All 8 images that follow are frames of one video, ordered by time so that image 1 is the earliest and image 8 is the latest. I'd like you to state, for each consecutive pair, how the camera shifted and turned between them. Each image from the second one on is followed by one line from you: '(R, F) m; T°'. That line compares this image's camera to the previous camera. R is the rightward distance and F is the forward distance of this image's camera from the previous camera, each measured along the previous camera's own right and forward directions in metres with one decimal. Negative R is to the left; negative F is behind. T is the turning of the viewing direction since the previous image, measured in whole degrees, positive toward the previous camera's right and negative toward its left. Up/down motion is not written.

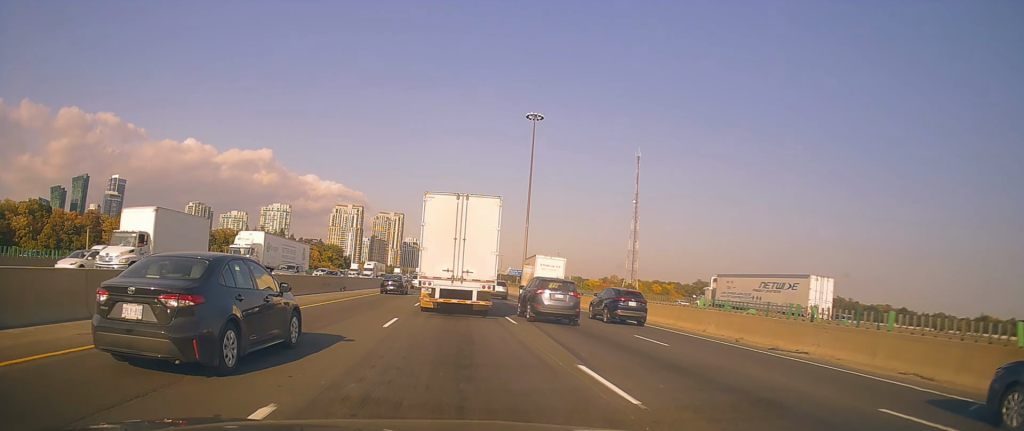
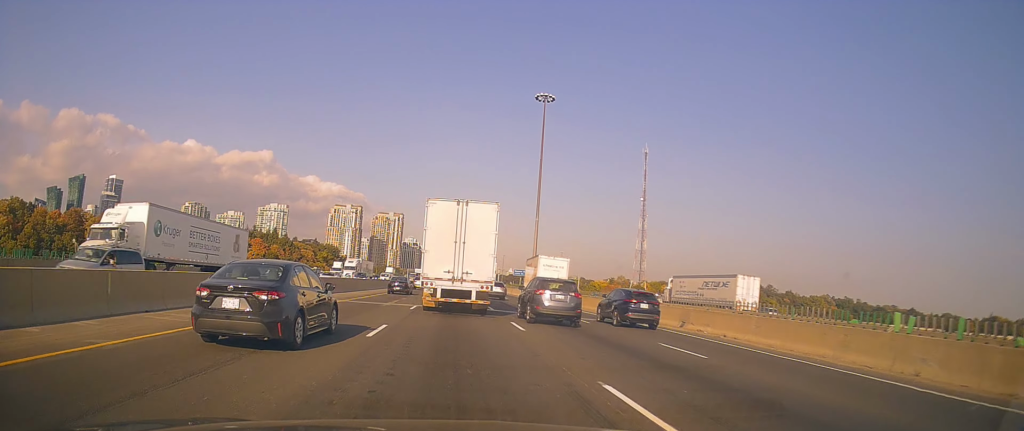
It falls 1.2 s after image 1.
(+0.2, +14.6) m; -2°
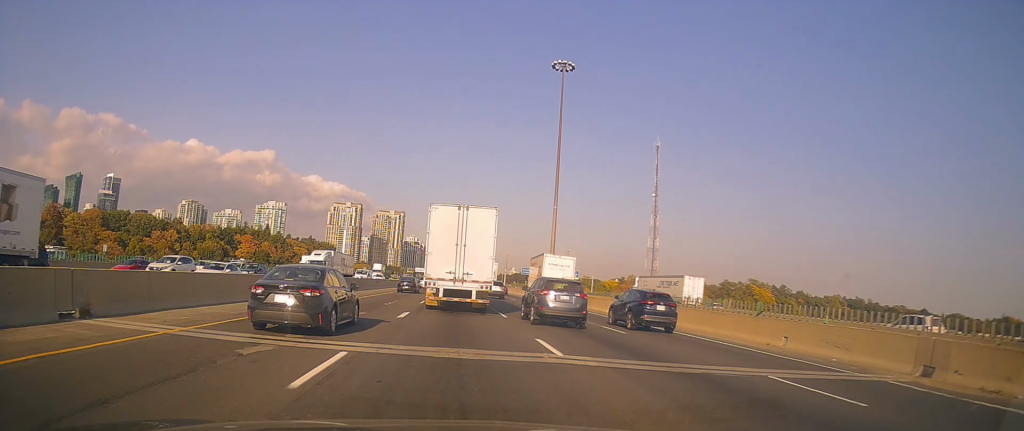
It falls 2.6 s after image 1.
(-0.7, +17.5) m; -1°
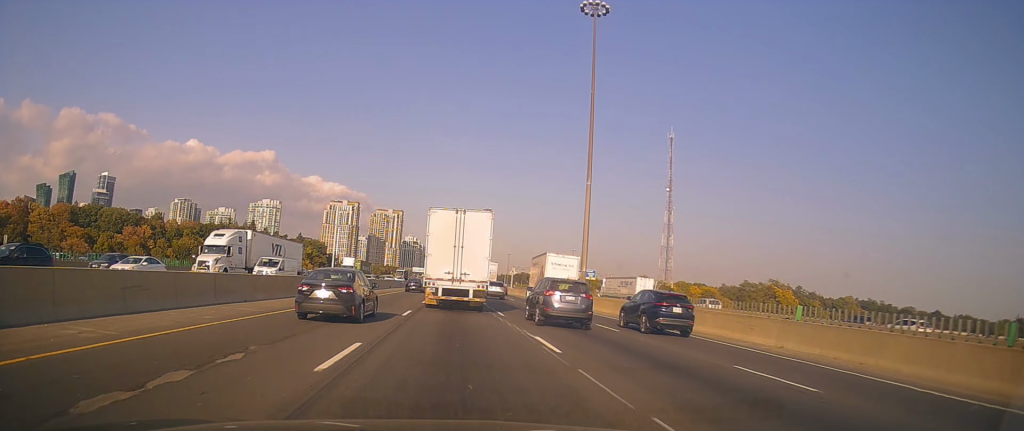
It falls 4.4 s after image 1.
(+0.7, +22.9) m; +3°
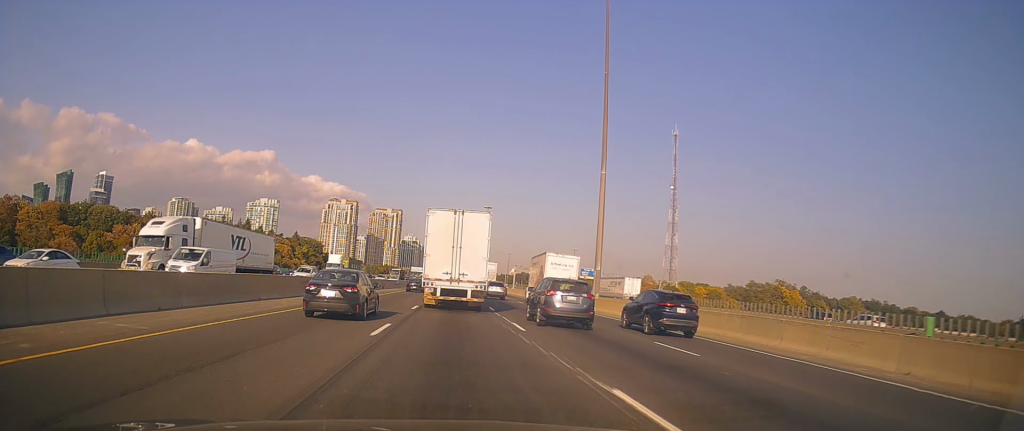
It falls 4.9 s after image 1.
(+0.2, +7.1) m; -1°
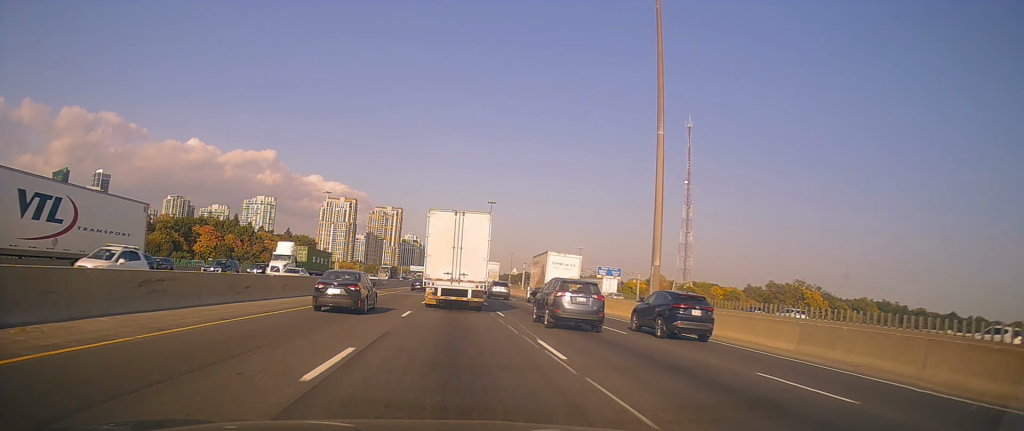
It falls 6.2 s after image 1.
(-0.8, +17.5) m; -3°
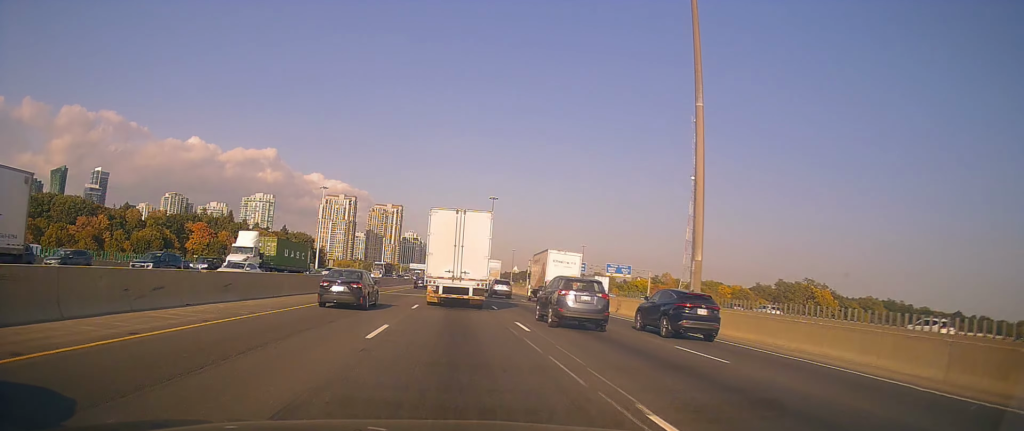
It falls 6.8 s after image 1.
(+0.2, +7.6) m; +1°
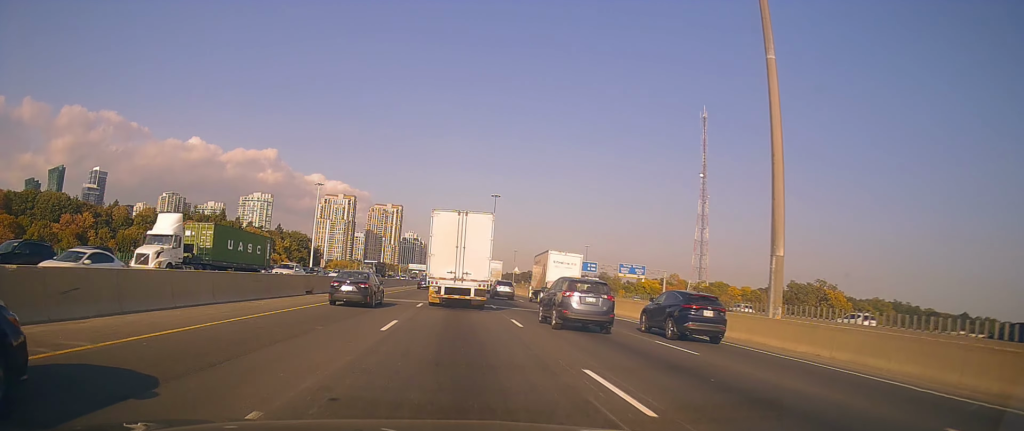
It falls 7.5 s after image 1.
(+0.1, +9.8) m; +1°
